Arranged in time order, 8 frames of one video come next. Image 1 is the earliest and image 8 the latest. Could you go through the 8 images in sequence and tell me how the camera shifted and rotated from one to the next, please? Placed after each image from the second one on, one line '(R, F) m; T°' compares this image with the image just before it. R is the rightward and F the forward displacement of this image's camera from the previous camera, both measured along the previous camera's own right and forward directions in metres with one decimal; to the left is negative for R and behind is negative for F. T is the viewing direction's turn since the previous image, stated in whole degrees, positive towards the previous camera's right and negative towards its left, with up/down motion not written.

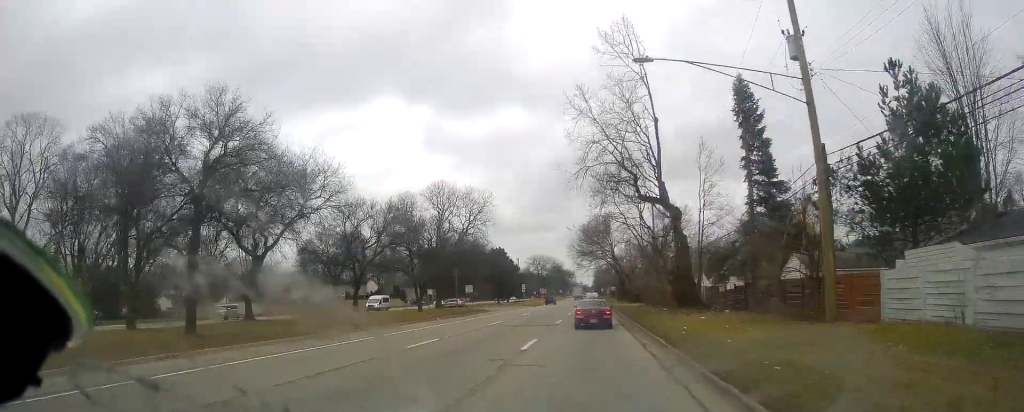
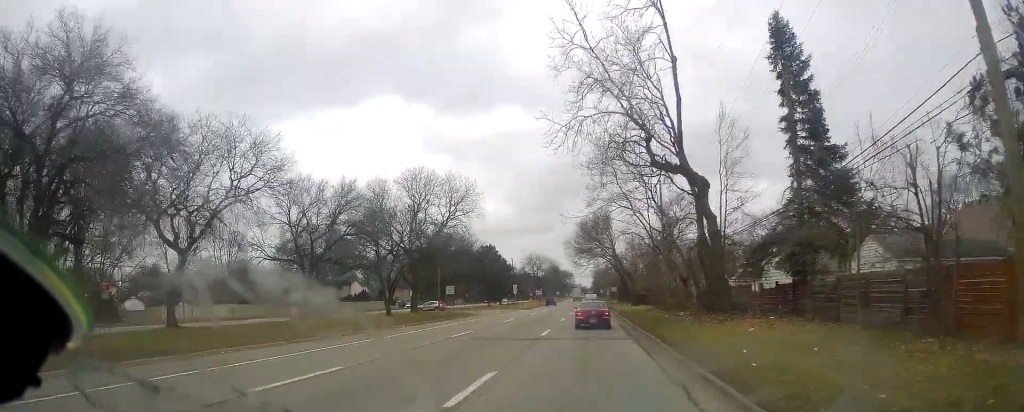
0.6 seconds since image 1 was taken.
(+0.1, +9.2) m; -1°
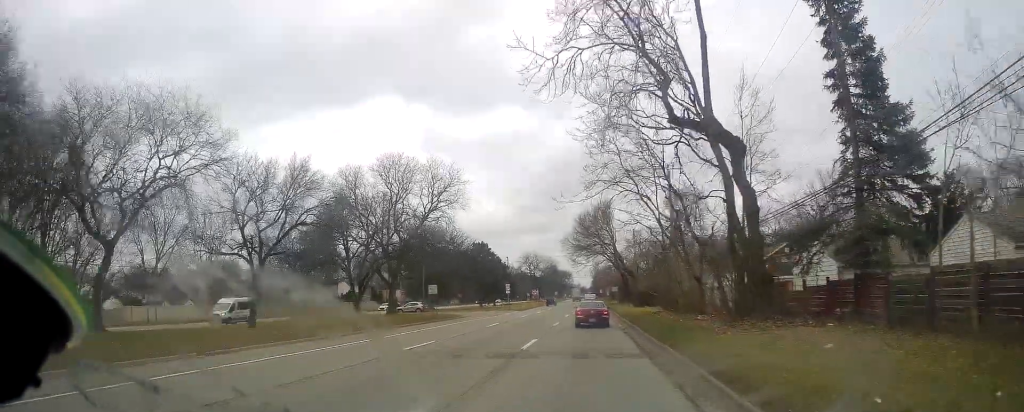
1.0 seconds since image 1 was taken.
(-0.1, +6.7) m; 0°
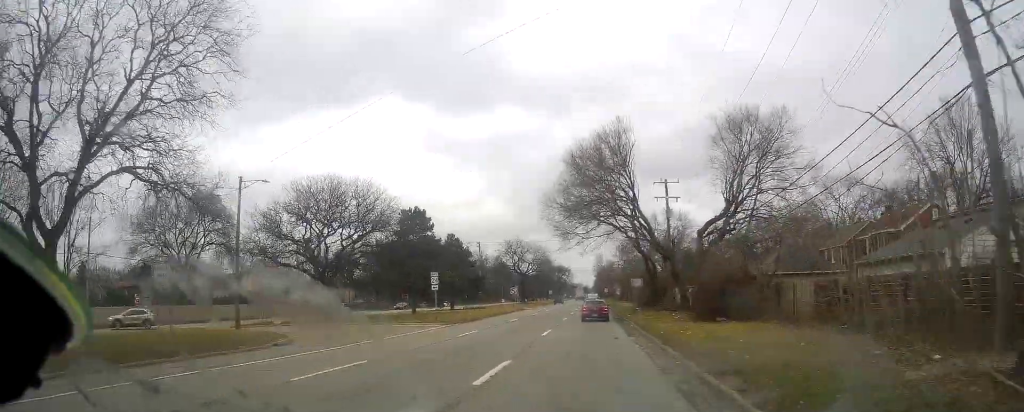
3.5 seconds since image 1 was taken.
(+0.5, +38.0) m; +2°
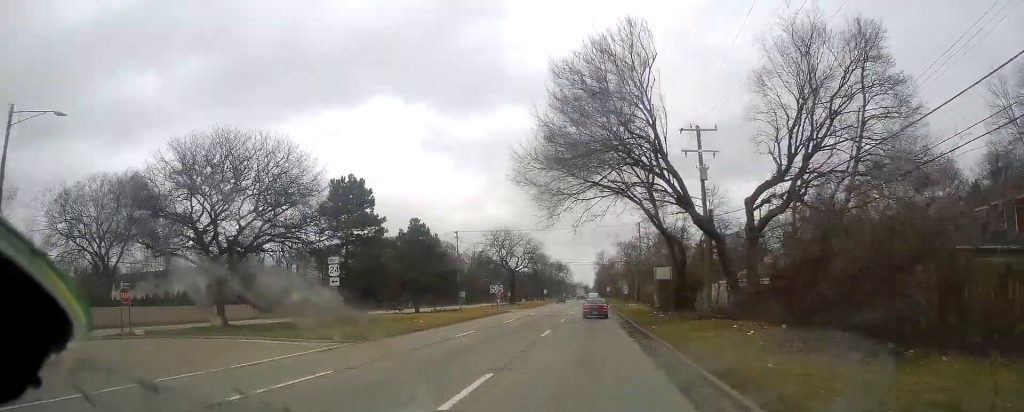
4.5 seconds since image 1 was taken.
(0.0, +17.0) m; -2°
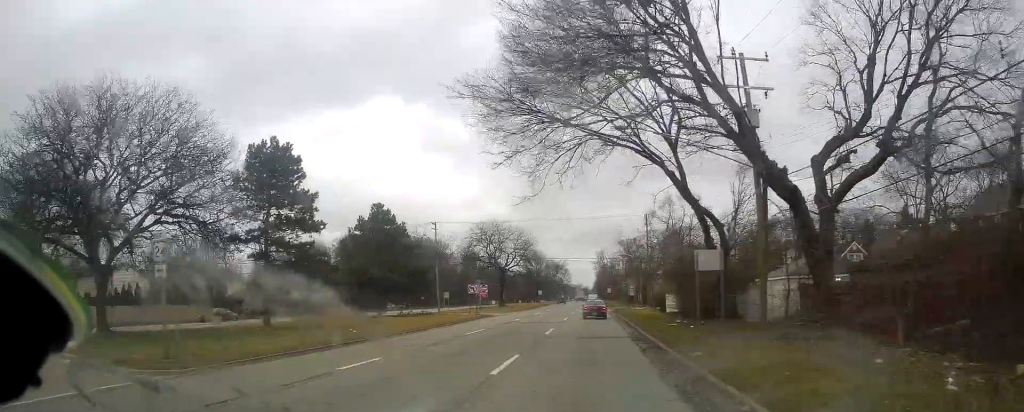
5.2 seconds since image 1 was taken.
(-0.4, +11.9) m; 0°
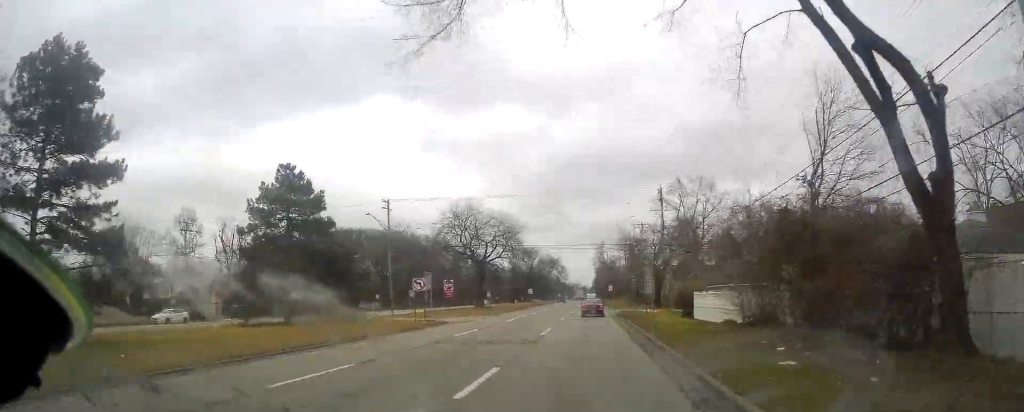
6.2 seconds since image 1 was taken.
(+0.1, +17.3) m; +1°
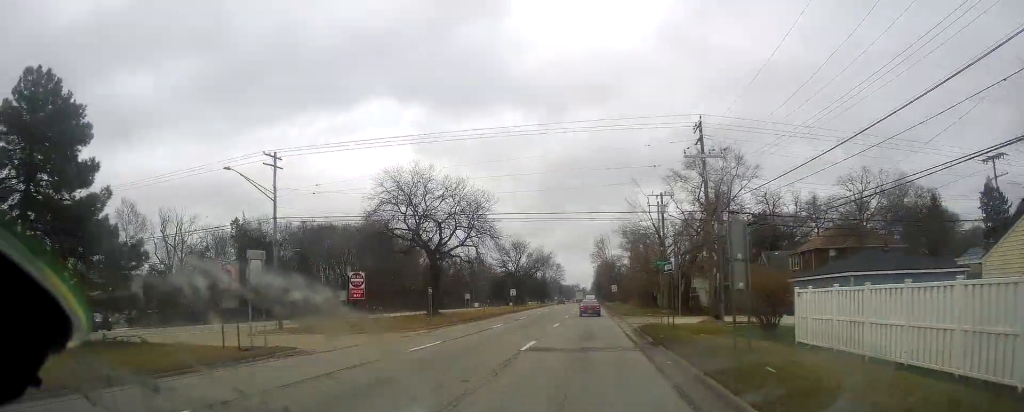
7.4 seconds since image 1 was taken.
(+0.5, +21.9) m; 0°
